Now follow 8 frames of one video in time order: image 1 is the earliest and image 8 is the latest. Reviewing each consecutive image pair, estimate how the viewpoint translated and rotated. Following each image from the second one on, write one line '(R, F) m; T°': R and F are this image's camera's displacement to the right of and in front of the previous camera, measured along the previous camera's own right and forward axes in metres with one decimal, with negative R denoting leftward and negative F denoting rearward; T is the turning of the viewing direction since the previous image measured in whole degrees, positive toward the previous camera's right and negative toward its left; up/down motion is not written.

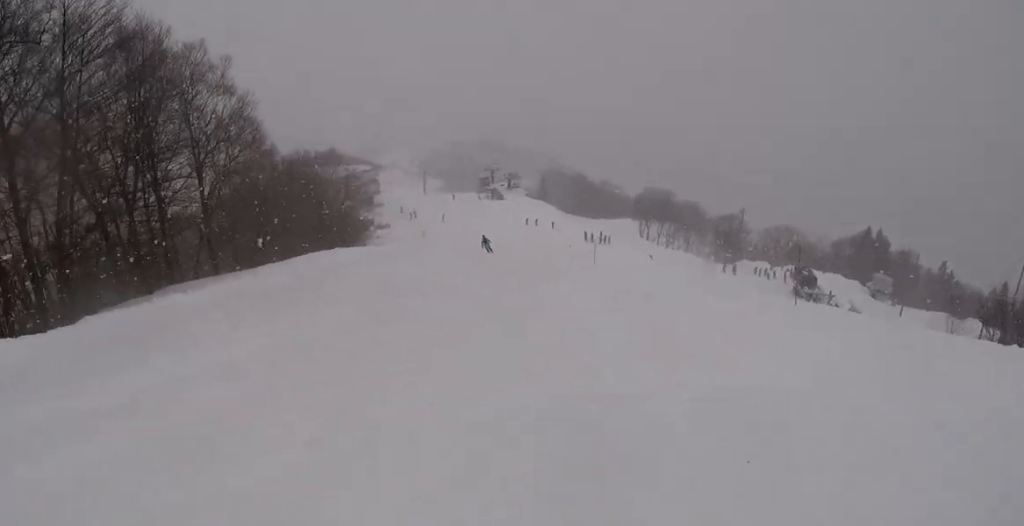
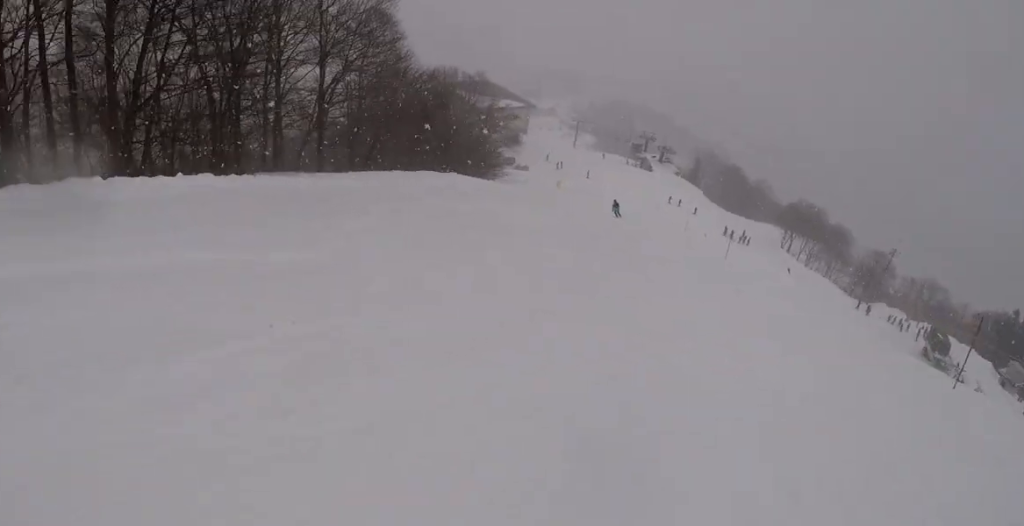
(-0.1, +3.0) m; -2°
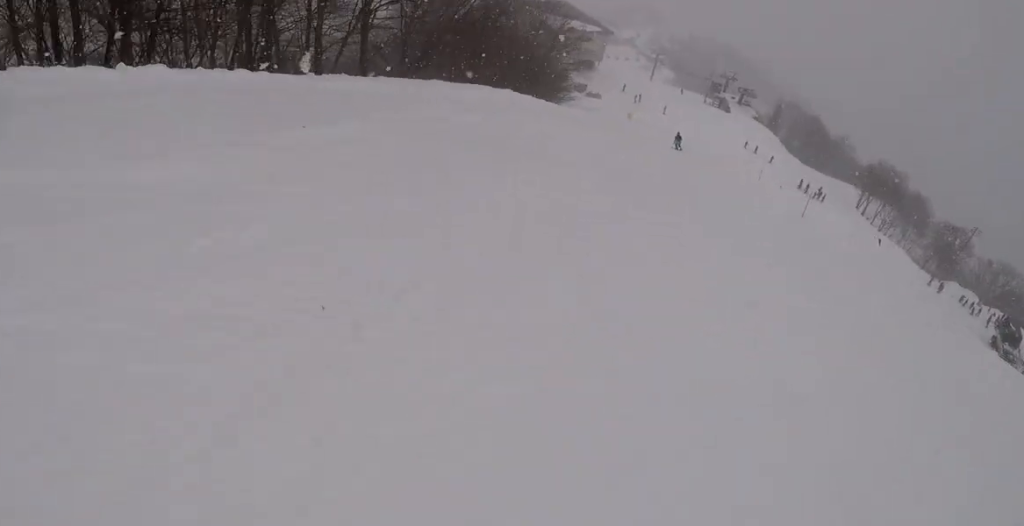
(-0.1, +2.9) m; -1°
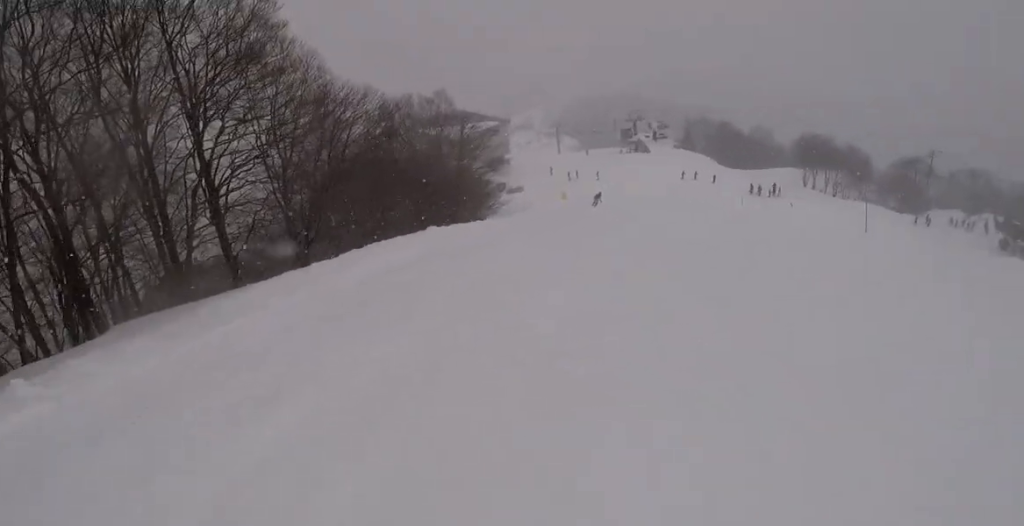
(-0.1, +9.6) m; 0°
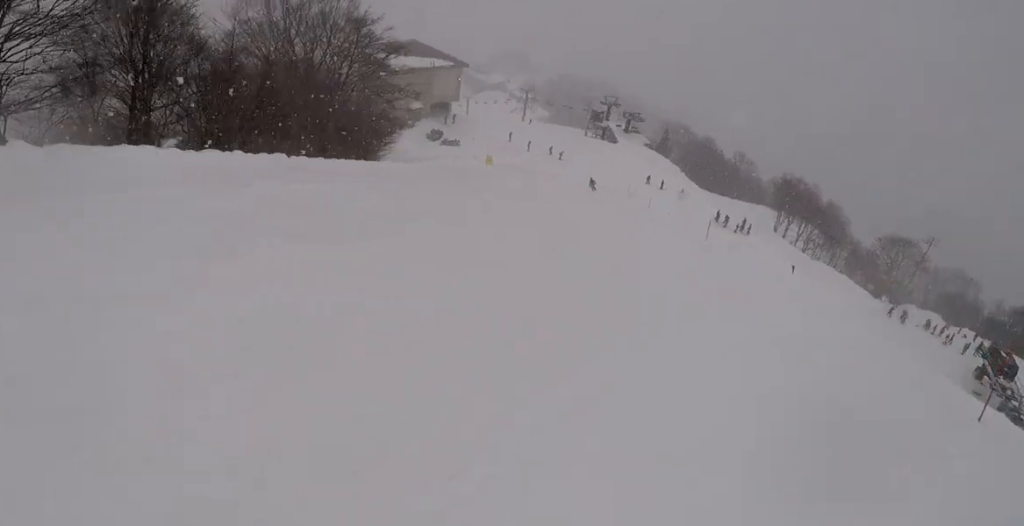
(+1.7, +13.5) m; +7°
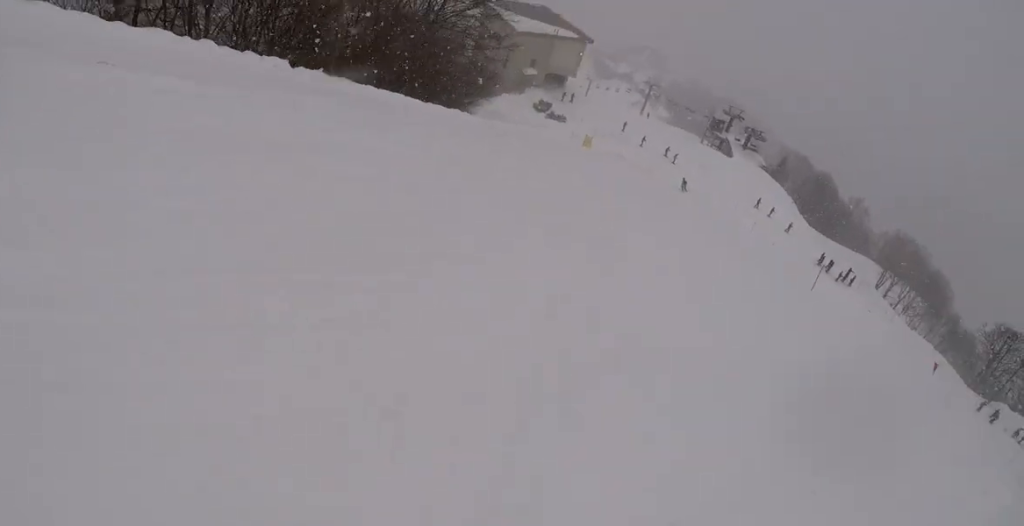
(-0.3, +4.8) m; -10°
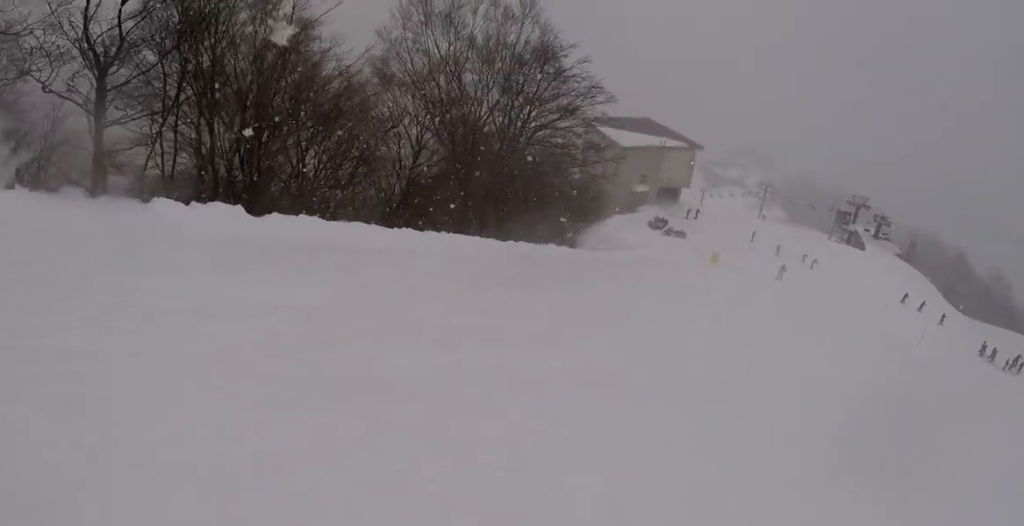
(-1.1, +6.6) m; -8°
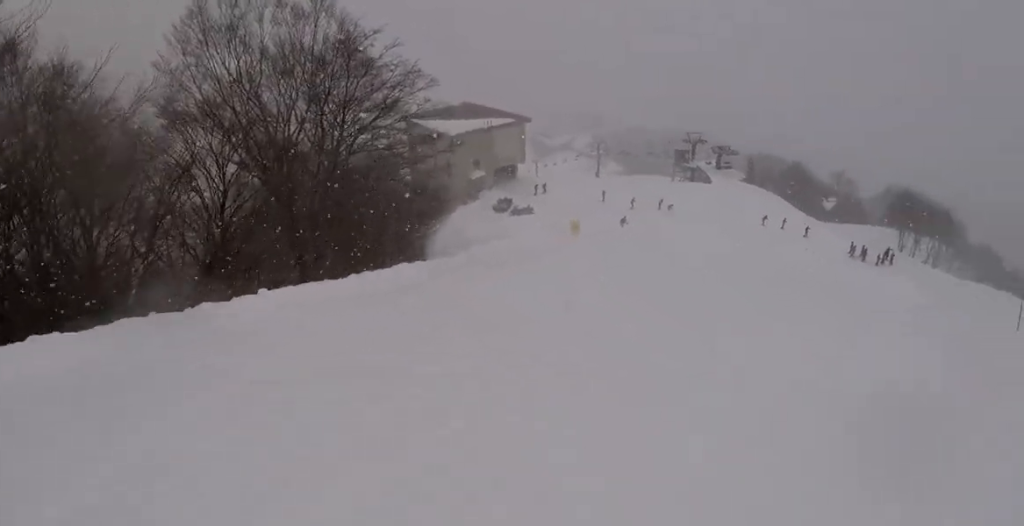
(-0.7, +3.5) m; +2°
